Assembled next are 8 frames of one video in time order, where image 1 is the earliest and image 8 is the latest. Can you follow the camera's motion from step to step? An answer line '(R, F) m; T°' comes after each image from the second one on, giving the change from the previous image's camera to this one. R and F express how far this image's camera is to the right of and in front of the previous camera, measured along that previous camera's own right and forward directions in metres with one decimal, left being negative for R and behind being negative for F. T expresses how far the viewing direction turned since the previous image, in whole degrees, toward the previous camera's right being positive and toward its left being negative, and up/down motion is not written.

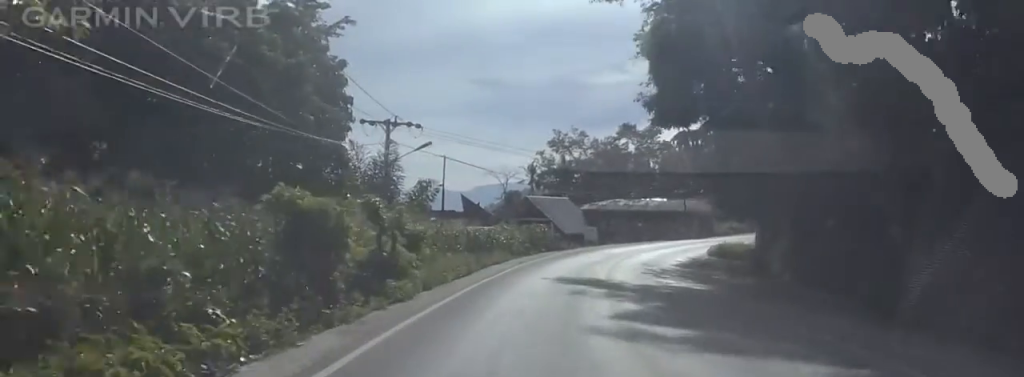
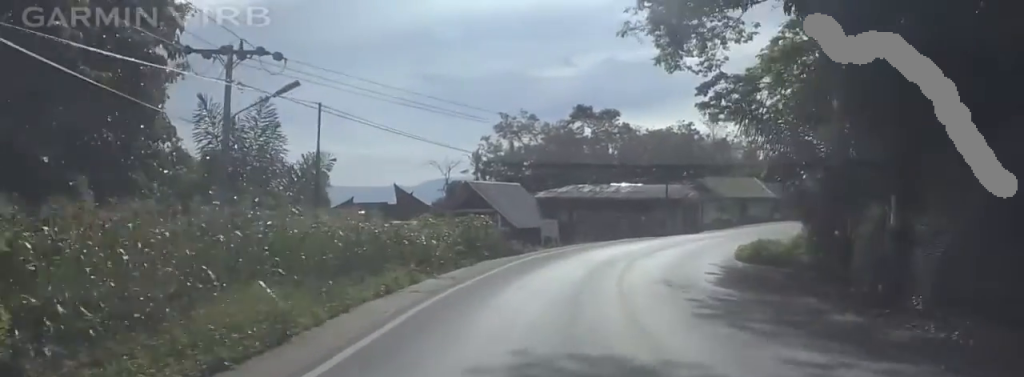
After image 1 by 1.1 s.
(+1.5, +16.3) m; +8°
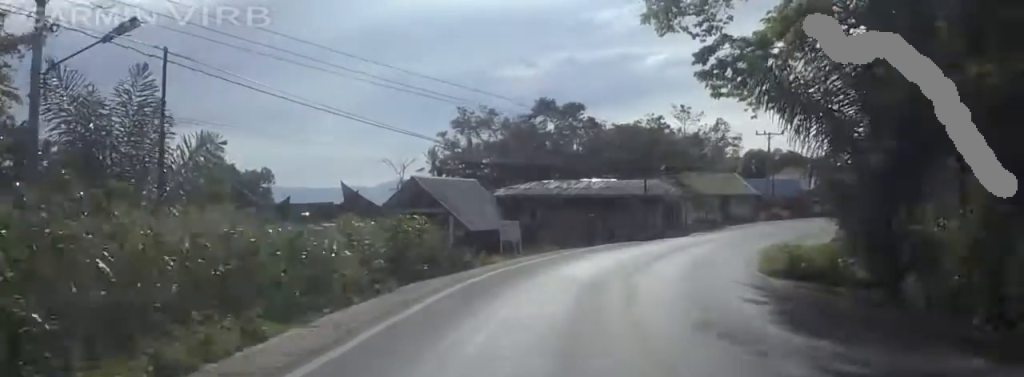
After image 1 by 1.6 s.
(+0.3, +8.3) m; +1°
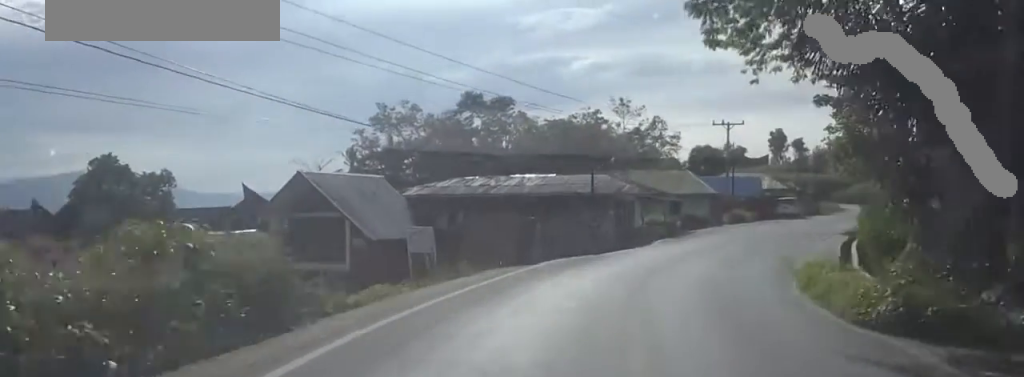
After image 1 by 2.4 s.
(+0.2, +10.6) m; +3°
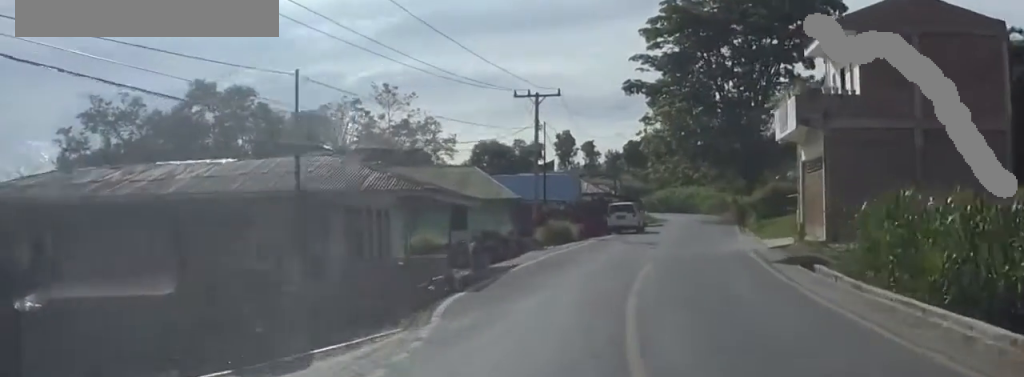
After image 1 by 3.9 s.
(+1.7, +22.6) m; +12°
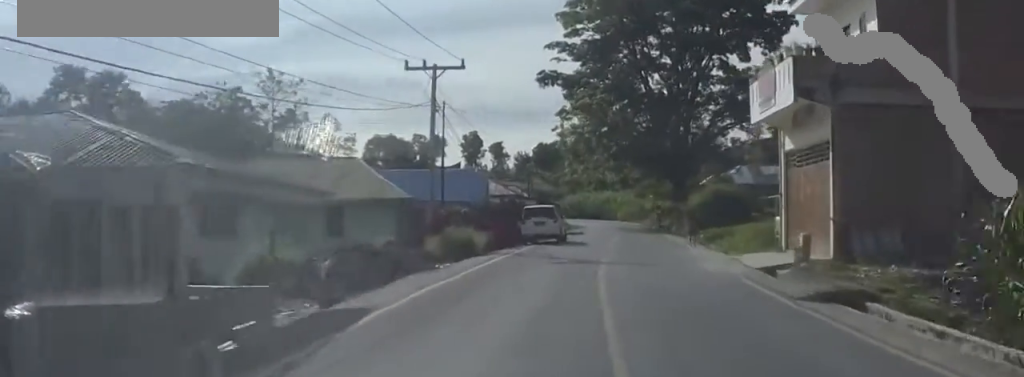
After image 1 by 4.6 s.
(+0.7, +9.7) m; +6°
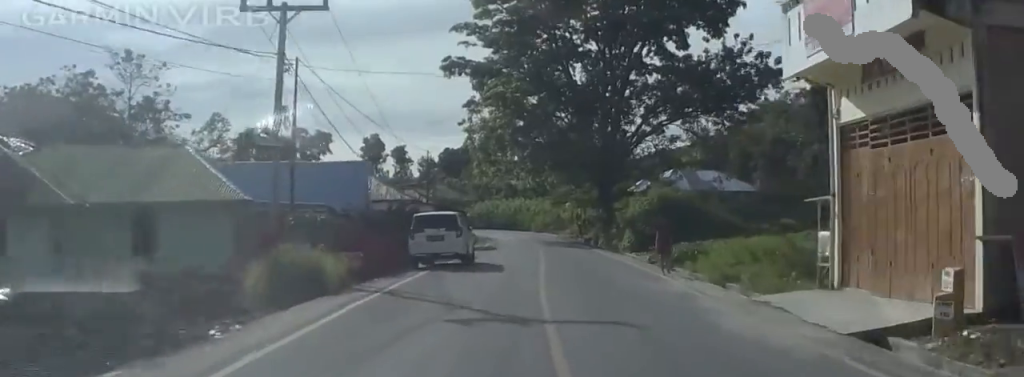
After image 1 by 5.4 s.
(+0.6, +11.5) m; +5°
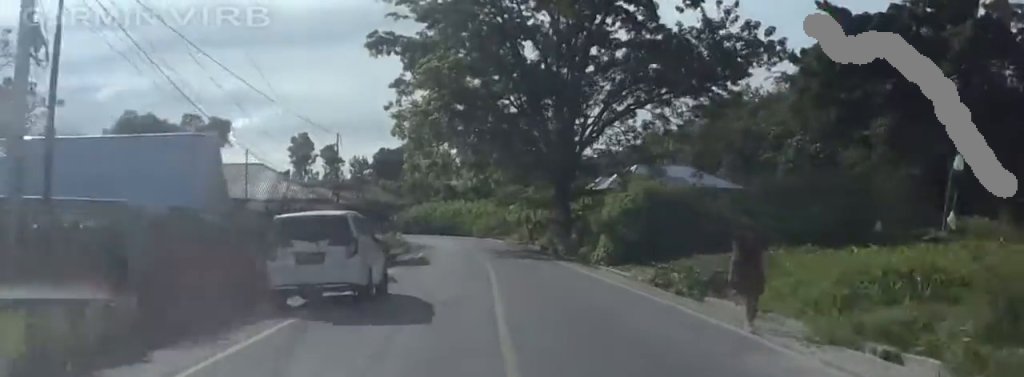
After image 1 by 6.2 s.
(+0.5, +10.9) m; +3°
